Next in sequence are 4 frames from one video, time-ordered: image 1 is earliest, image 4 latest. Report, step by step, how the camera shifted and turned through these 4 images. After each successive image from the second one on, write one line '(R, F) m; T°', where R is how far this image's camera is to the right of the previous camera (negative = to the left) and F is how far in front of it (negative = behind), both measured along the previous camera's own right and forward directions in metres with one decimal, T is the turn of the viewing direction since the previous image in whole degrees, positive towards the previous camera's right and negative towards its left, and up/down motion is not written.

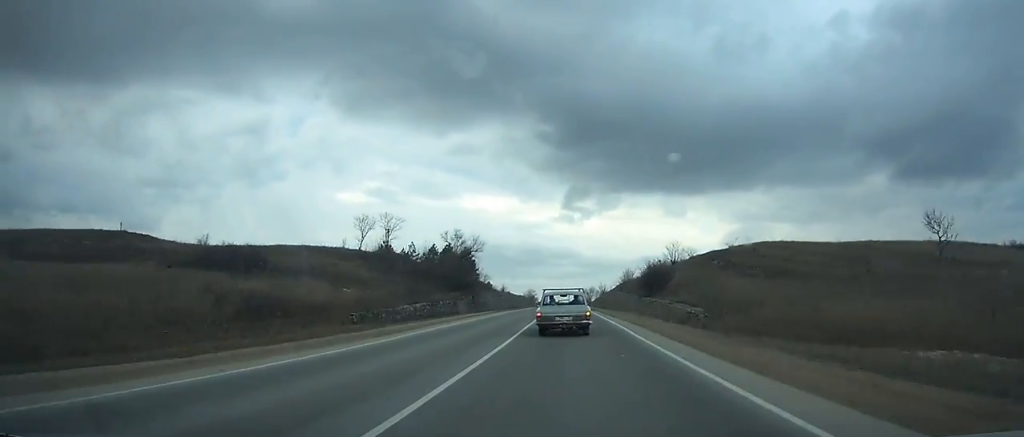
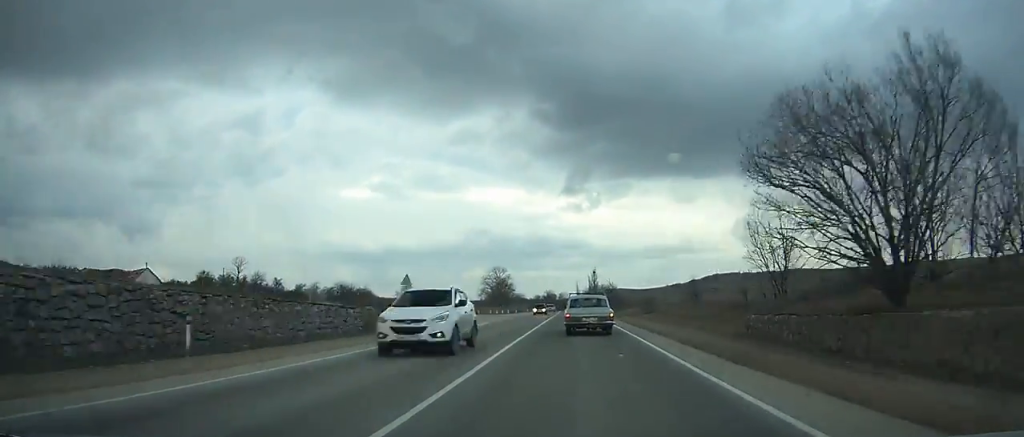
(-2.4, +178.5) m; -1°
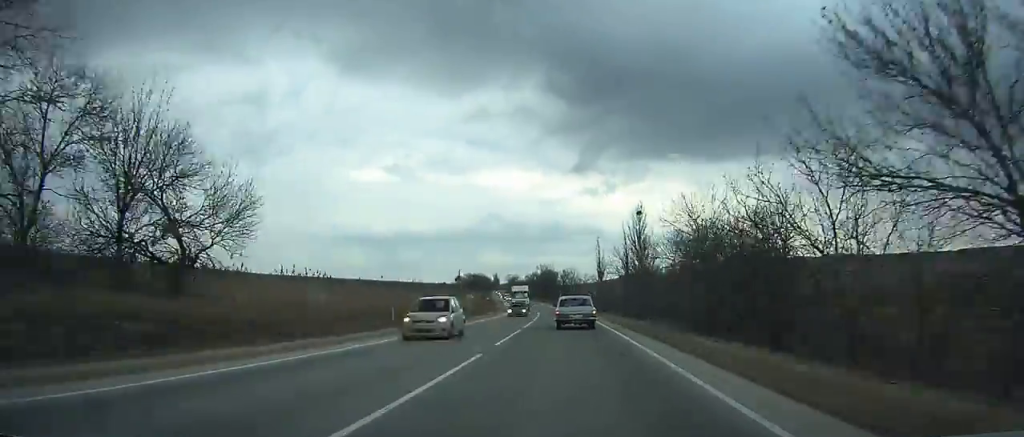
(-1.5, +151.1) m; -2°
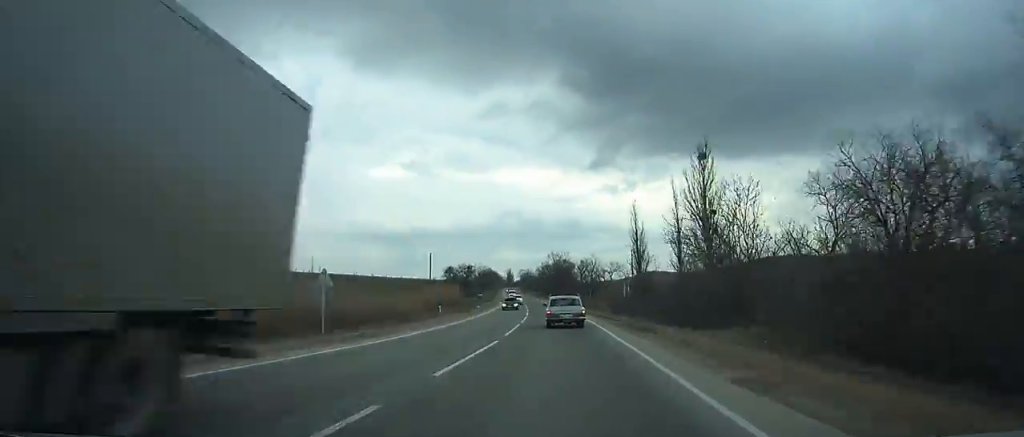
(-1.2, +44.0) m; -2°
